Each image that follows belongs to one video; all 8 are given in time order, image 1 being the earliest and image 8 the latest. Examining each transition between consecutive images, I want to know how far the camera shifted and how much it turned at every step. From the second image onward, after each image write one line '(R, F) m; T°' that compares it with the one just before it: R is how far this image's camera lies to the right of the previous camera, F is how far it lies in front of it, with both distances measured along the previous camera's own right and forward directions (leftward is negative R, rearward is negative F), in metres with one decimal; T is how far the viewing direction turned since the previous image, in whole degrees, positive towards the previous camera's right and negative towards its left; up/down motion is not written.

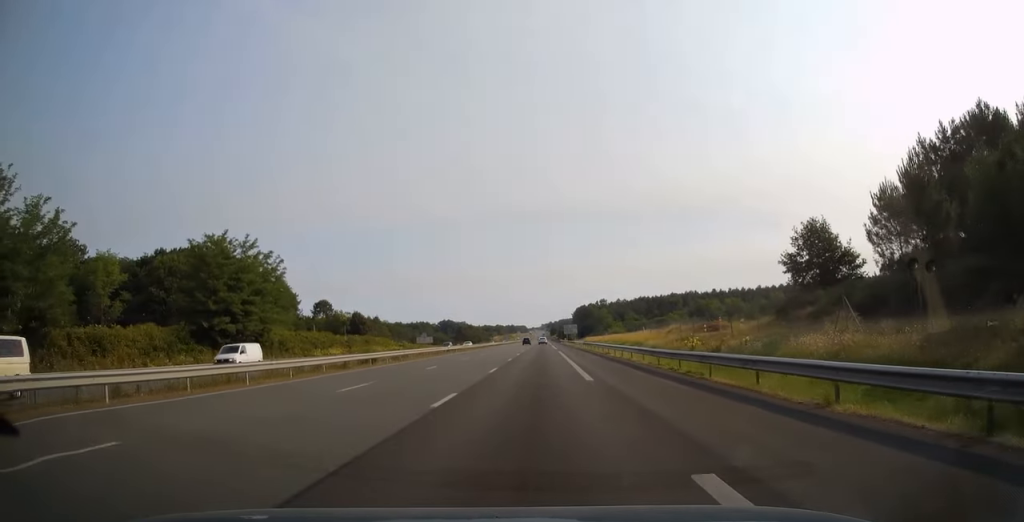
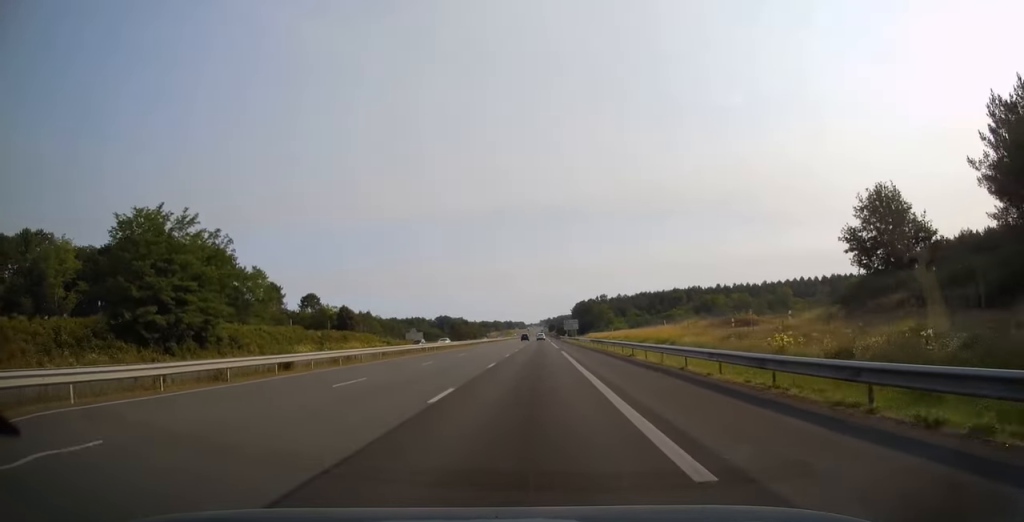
(0.0, +13.3) m; 0°
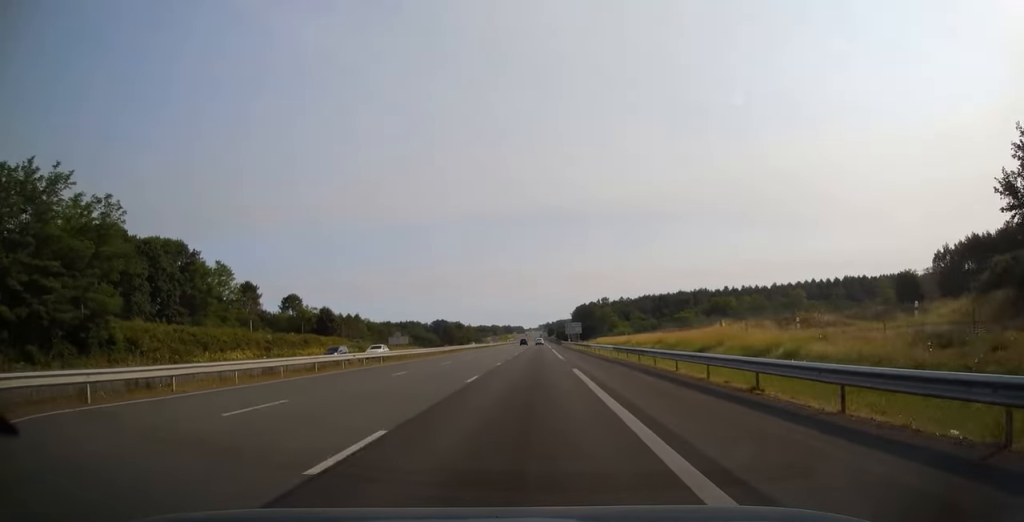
(-0.1, +19.3) m; 0°
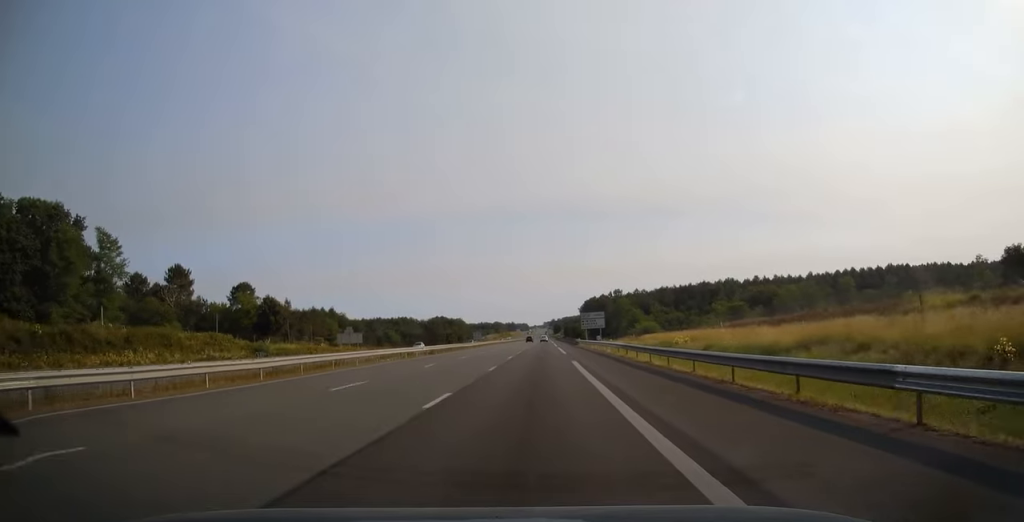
(-0.1, +46.4) m; 0°
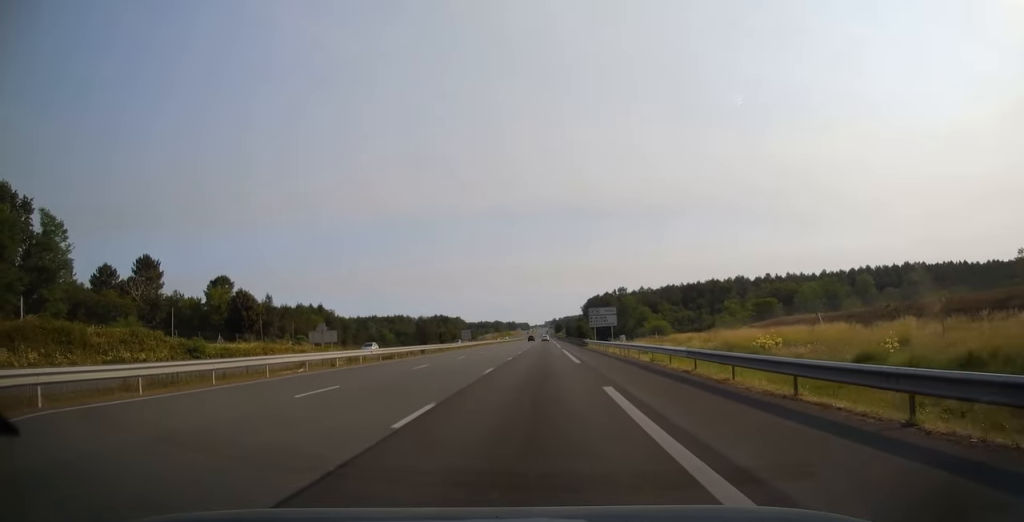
(0.0, +15.8) m; 0°
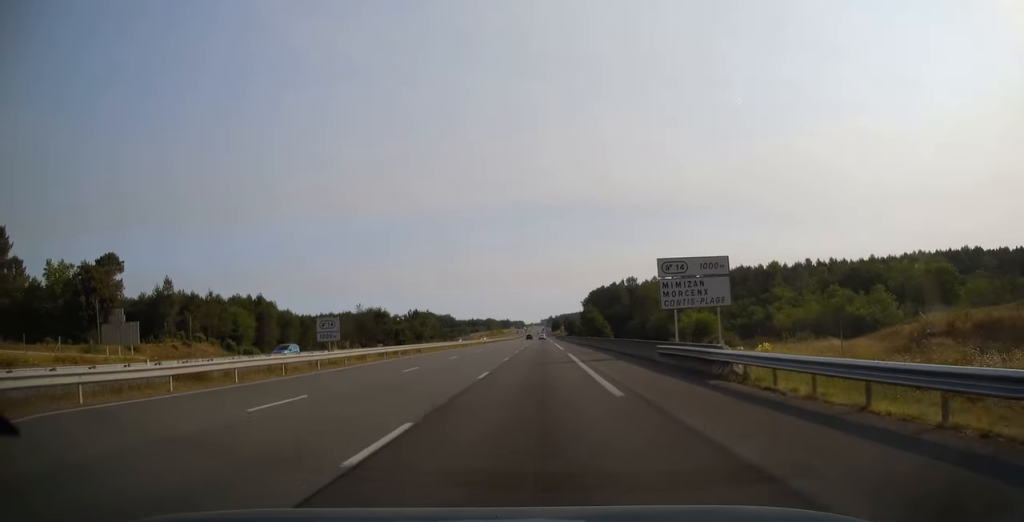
(0.0, +54.8) m; 0°
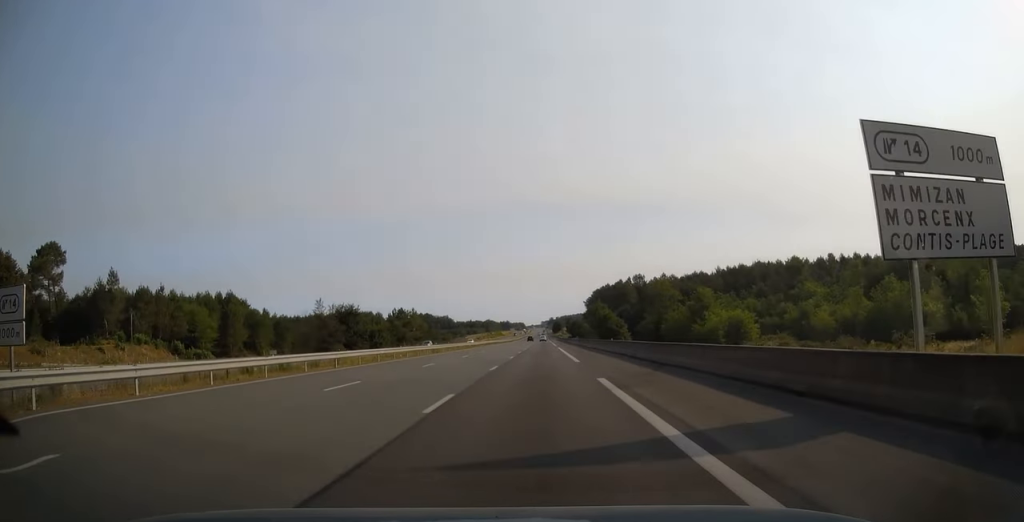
(0.0, +21.7) m; 0°
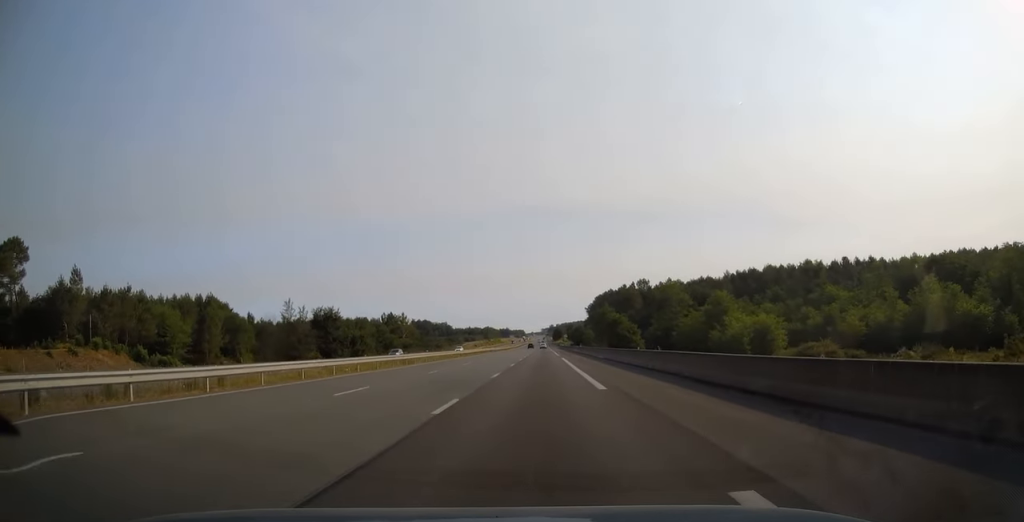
(0.0, +12.3) m; 0°
